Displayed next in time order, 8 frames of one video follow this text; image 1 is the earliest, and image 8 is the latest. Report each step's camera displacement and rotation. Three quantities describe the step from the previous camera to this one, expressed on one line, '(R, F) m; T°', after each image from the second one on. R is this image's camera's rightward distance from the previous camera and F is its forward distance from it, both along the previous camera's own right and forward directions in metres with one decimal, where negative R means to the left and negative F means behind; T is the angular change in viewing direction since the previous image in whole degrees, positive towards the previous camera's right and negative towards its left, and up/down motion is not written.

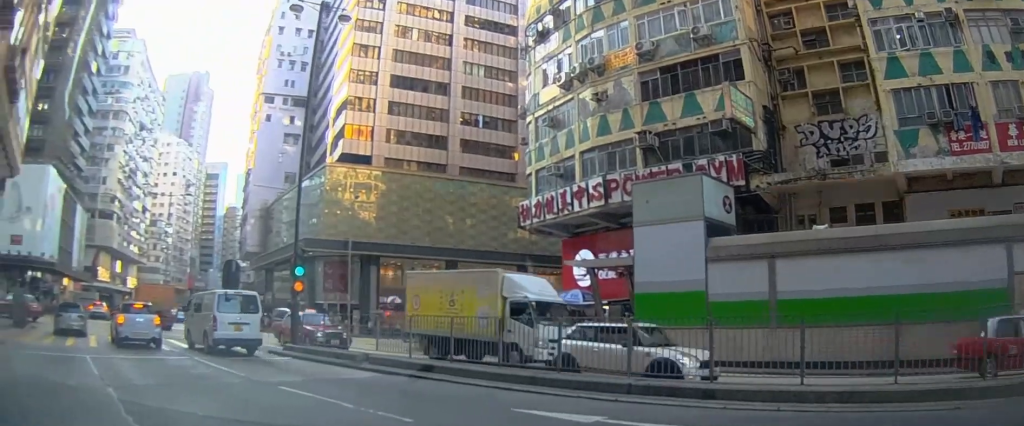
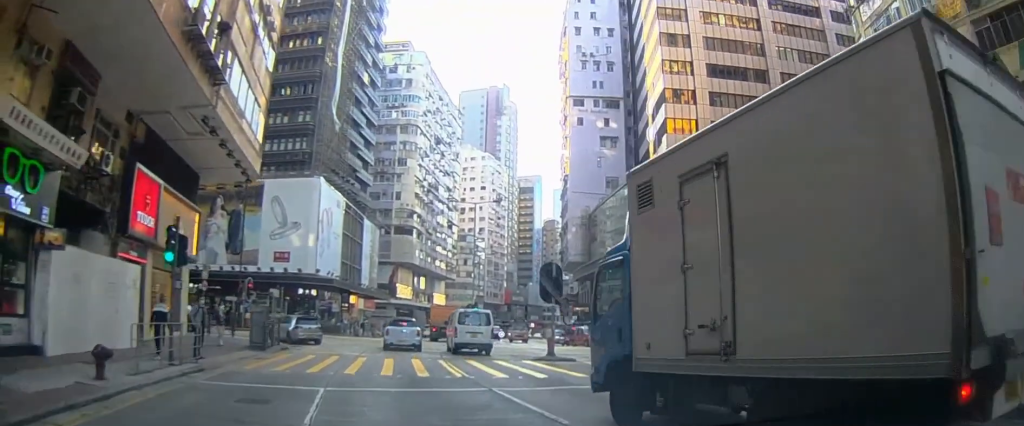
(-0.6, +6.0) m; -15°
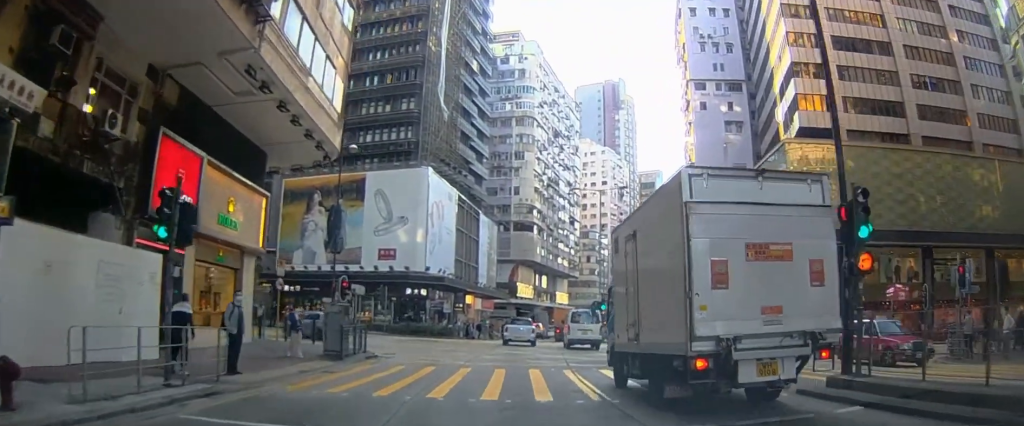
(-0.8, +4.6) m; -28°
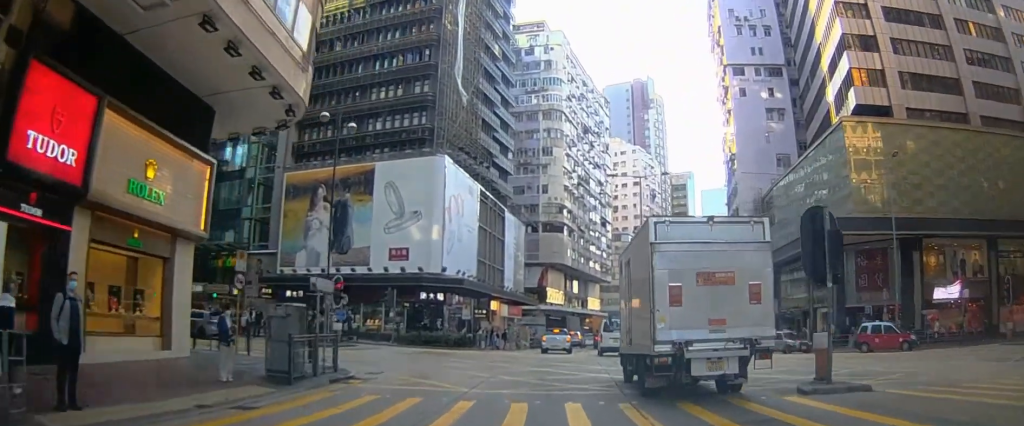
(-1.5, +5.7) m; -15°
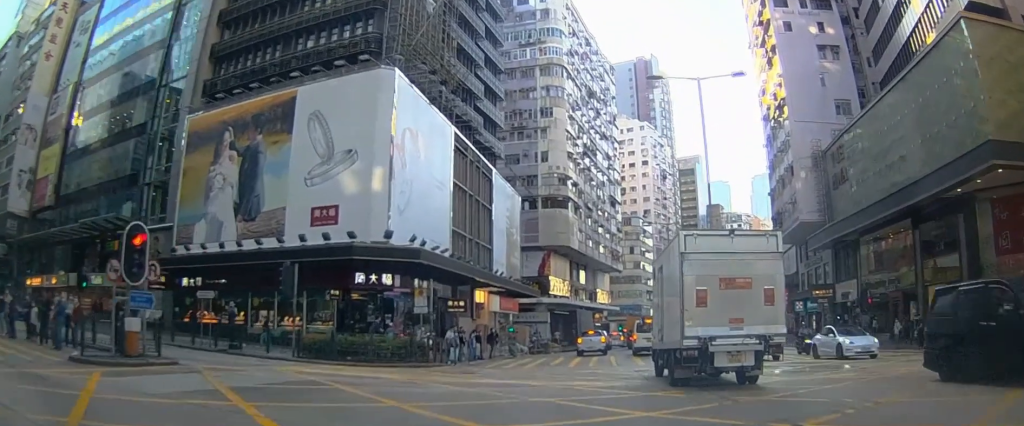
(+0.5, +13.5) m; +10°
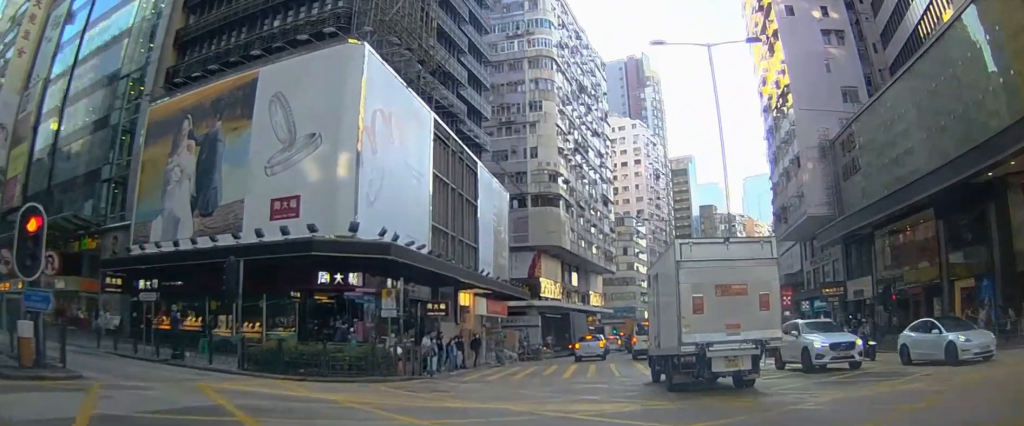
(+0.3, +2.8) m; +4°
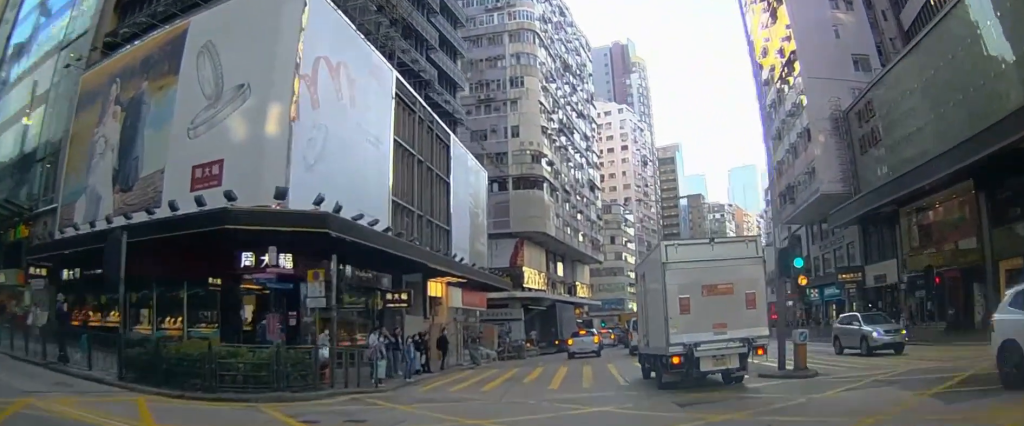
(+0.2, +4.3) m; 0°
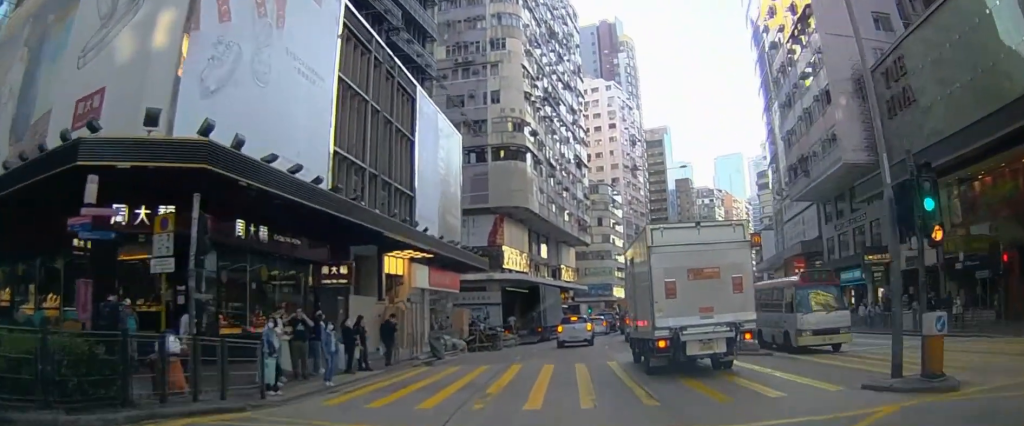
(-0.1, +5.2) m; -2°
